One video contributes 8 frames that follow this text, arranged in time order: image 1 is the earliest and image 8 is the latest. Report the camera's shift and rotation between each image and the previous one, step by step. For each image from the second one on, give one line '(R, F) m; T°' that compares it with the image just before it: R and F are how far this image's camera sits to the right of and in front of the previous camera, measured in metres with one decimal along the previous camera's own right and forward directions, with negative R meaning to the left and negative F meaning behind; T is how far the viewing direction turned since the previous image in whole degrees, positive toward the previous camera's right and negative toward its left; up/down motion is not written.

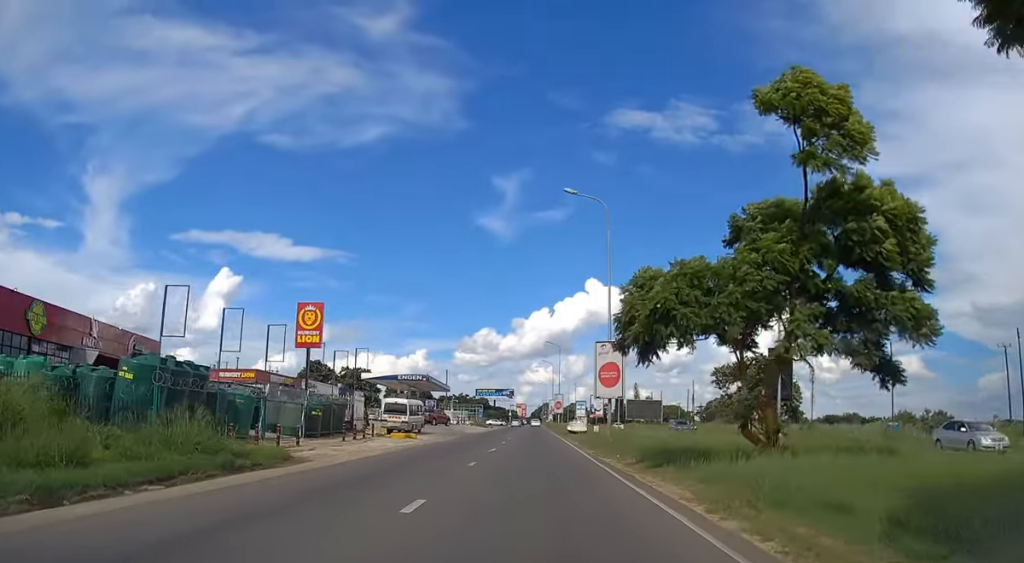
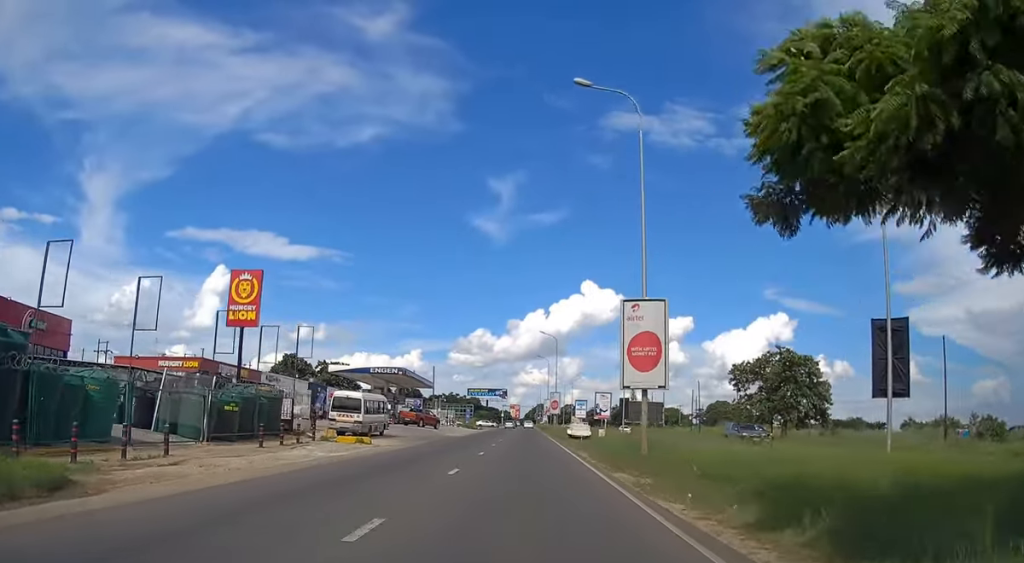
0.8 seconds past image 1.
(+0.1, +11.7) m; 0°
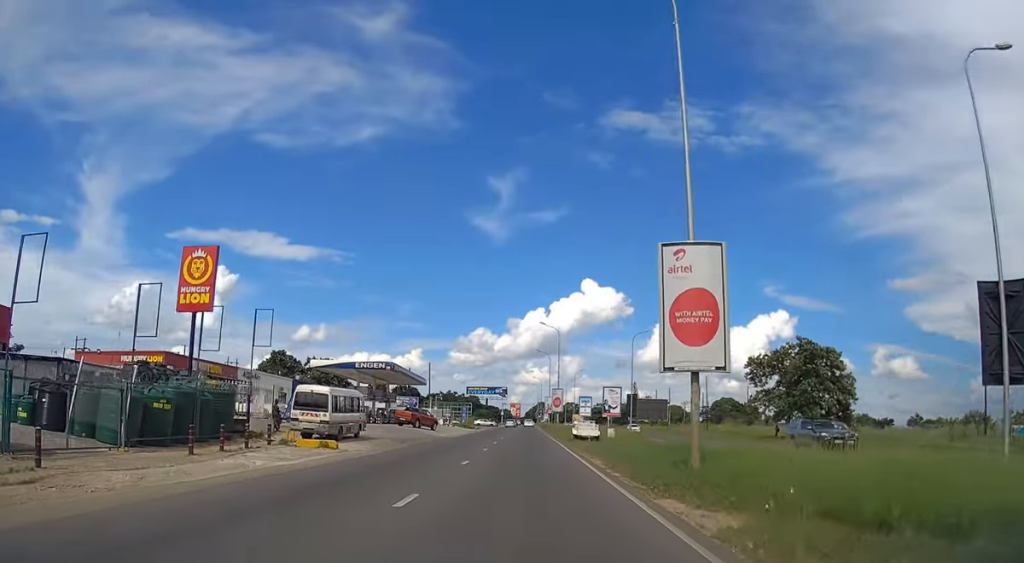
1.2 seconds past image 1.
(0.0, +6.4) m; 0°
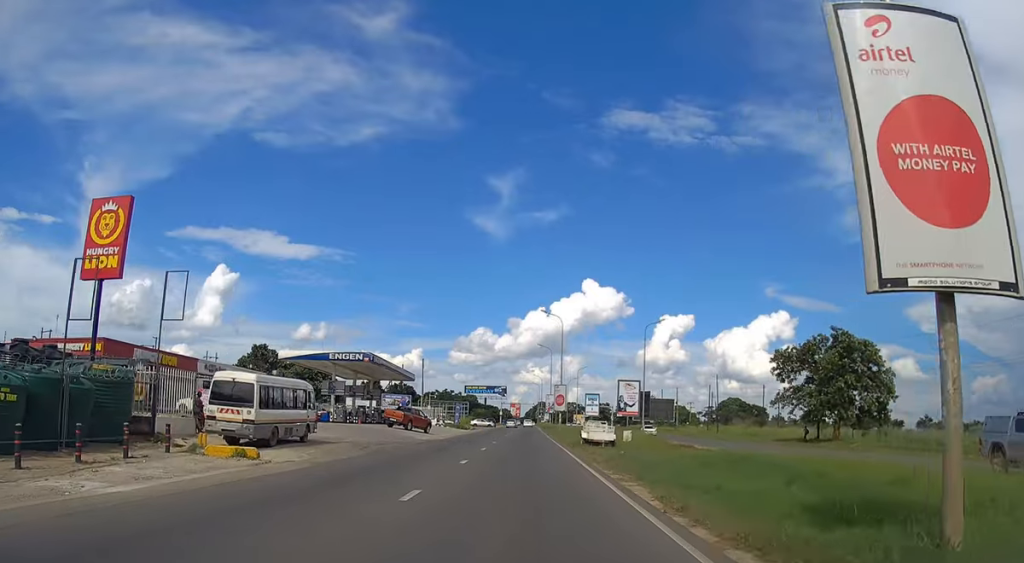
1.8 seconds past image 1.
(0.0, +9.1) m; 0°
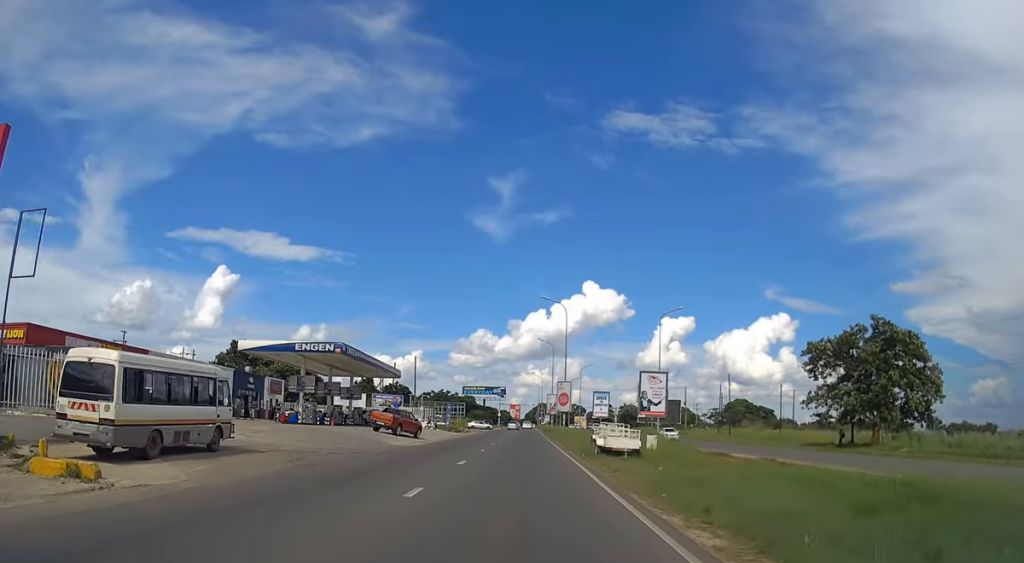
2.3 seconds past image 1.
(0.0, +8.8) m; 0°
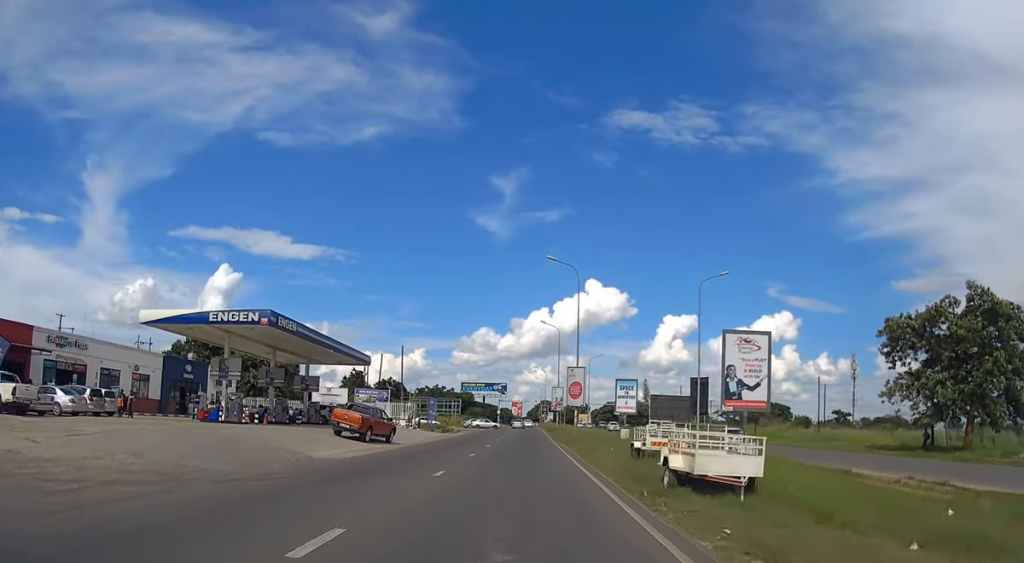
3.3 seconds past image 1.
(+0.1, +14.8) m; 0°
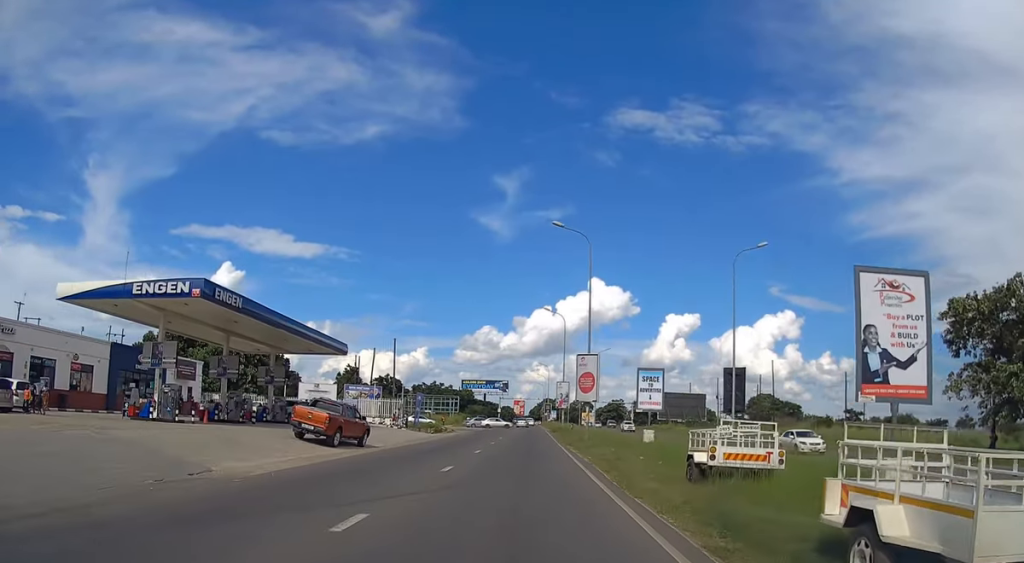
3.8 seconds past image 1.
(0.0, +8.2) m; 0°
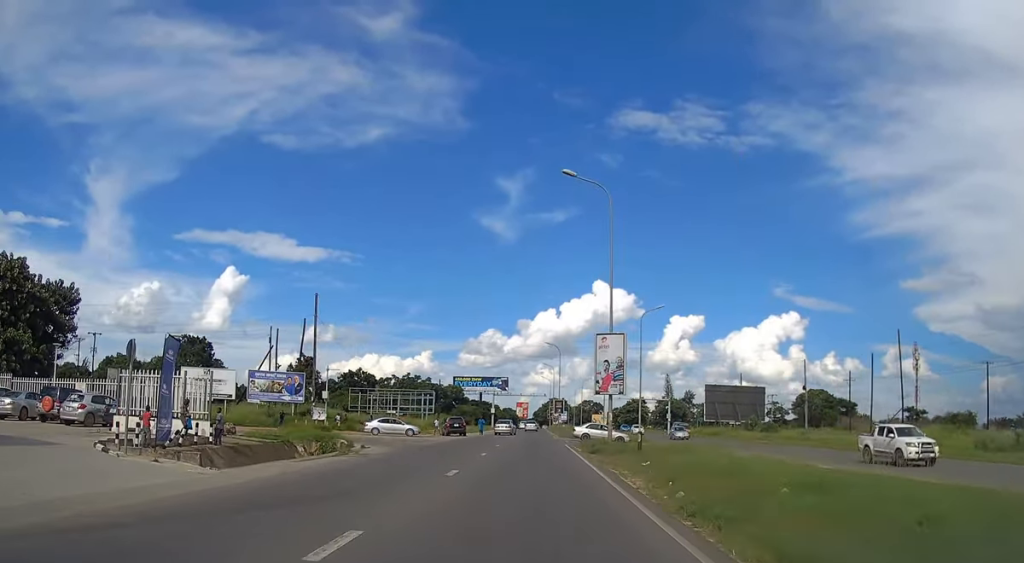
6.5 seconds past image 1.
(-0.3, +41.6) m; -1°
